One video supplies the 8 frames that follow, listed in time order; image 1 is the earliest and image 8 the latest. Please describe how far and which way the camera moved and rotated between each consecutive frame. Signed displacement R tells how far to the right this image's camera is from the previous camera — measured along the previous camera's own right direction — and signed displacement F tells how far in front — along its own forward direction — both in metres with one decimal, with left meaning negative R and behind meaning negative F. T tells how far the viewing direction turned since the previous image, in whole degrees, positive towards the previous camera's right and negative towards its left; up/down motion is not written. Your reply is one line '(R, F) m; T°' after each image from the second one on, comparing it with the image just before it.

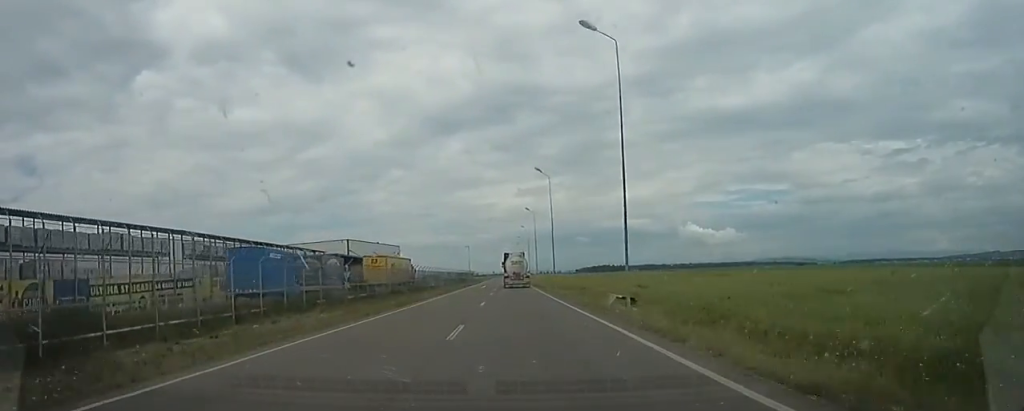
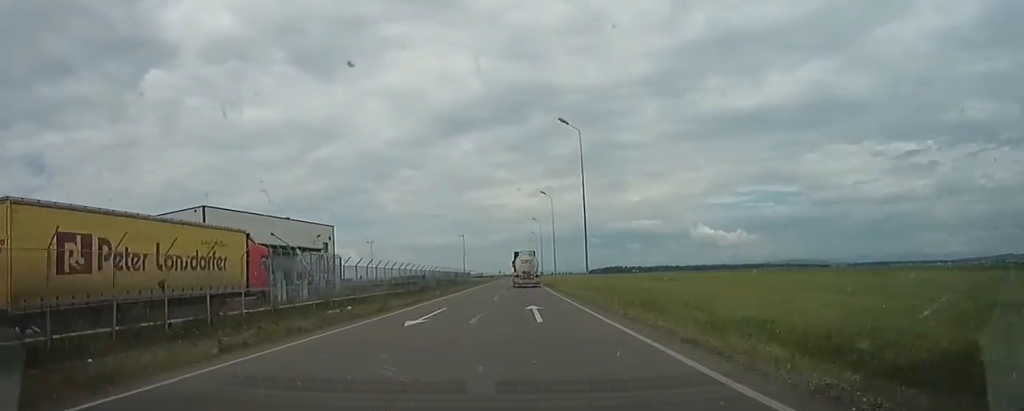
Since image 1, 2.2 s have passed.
(-0.2, +43.8) m; 0°
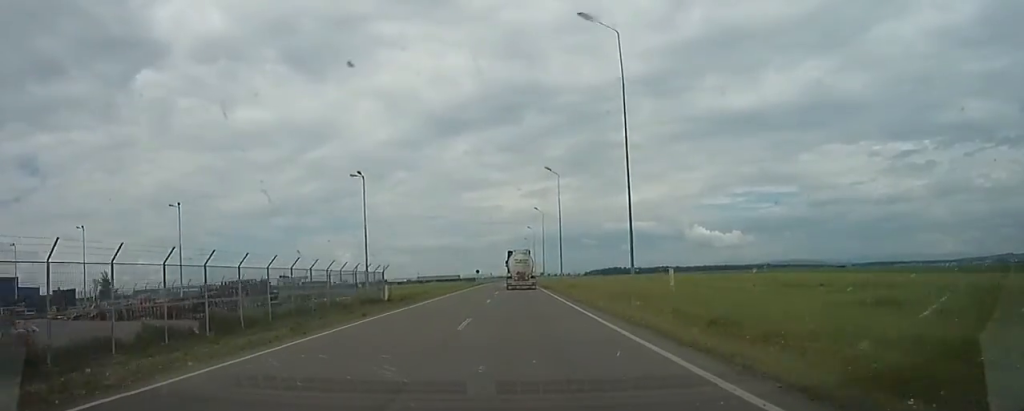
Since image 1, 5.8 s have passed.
(-1.1, +71.2) m; -1°
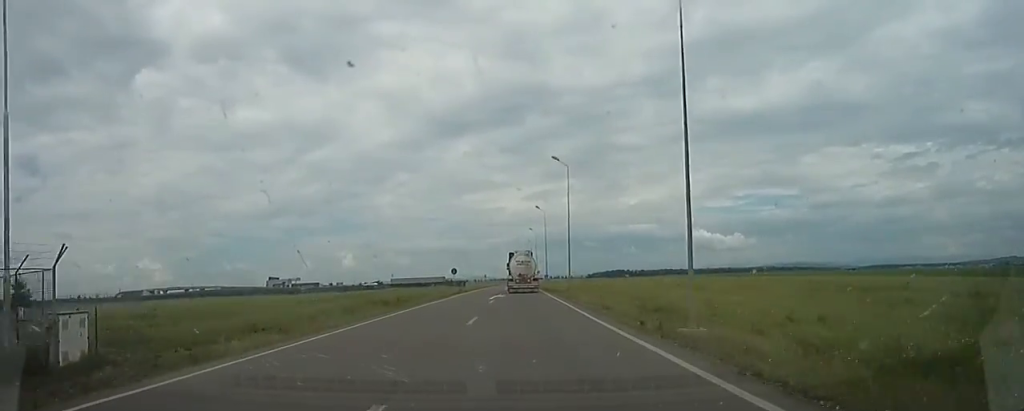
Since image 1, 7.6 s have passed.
(+1.1, +33.3) m; 0°
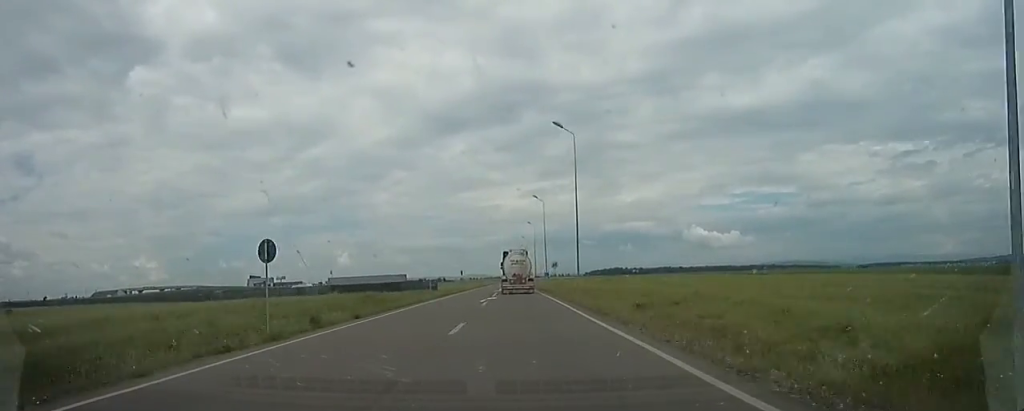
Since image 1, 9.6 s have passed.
(-1.3, +37.7) m; -1°
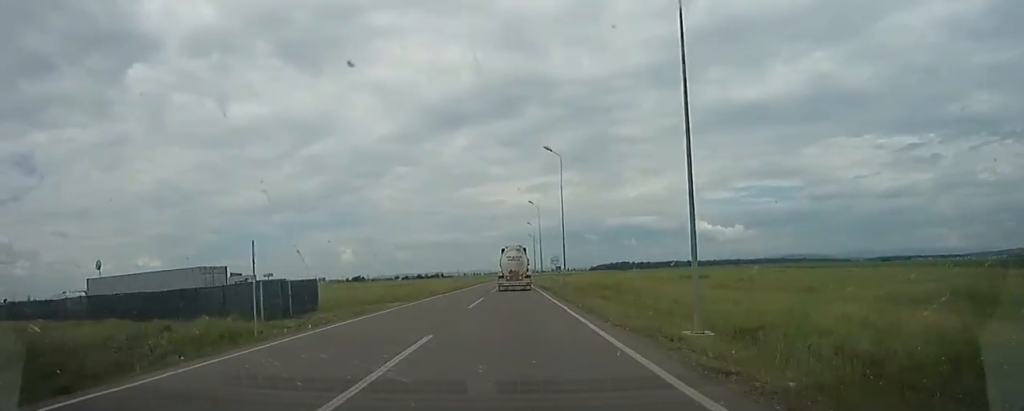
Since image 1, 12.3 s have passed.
(+0.8, +50.0) m; +1°
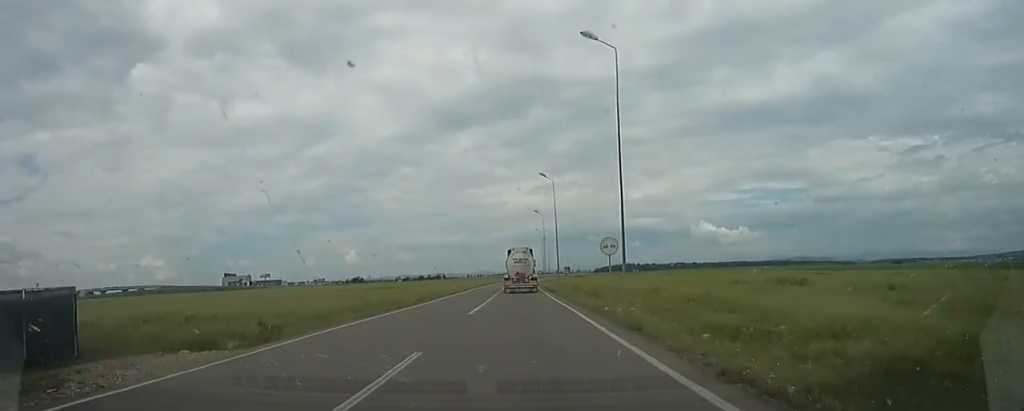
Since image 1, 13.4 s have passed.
(0.0, +19.9) m; 0°
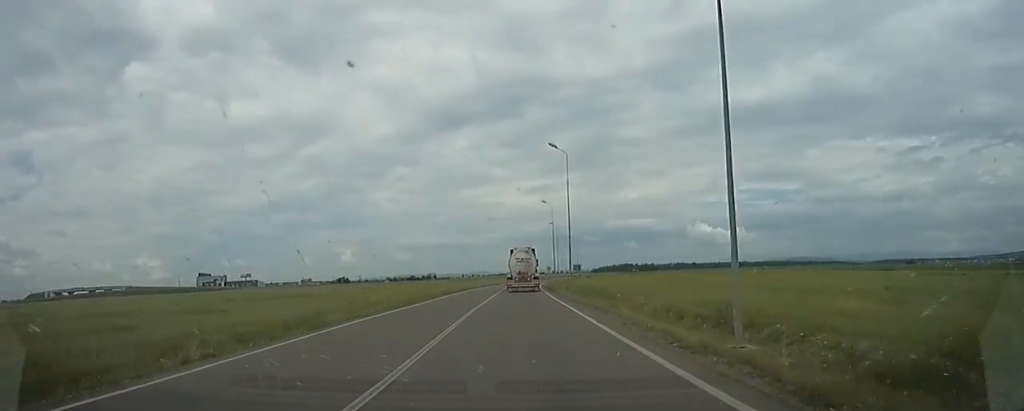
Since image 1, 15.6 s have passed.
(0.0, +39.1) m; +1°
